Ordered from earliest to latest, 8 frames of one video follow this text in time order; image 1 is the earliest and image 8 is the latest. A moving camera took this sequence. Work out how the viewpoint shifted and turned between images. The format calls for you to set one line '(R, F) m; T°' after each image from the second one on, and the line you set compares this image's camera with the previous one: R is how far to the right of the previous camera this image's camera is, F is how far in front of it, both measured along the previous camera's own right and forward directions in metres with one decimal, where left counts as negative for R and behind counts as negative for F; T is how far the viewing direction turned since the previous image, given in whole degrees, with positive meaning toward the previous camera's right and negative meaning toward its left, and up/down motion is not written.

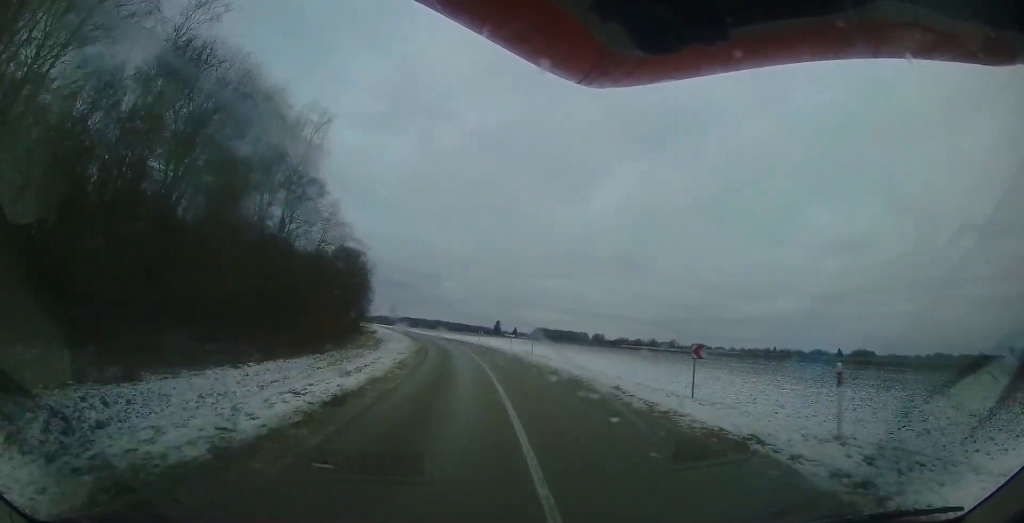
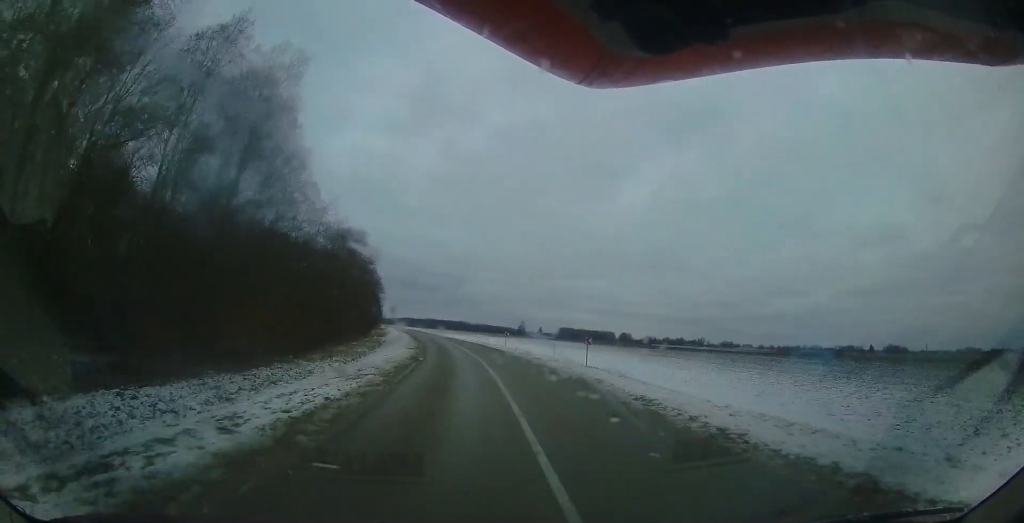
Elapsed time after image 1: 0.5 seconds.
(-0.2, +10.3) m; -5°
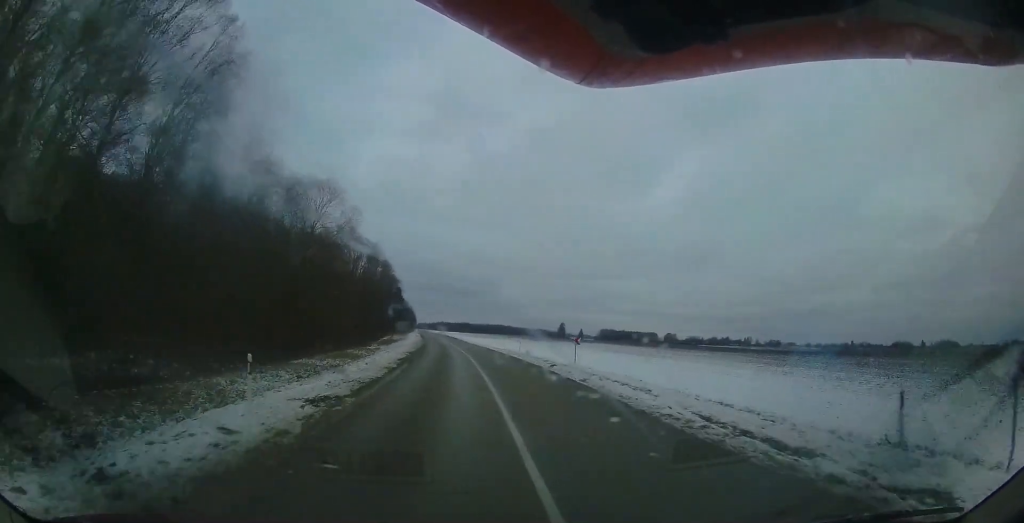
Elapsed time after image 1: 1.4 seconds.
(-1.5, +17.4) m; -9°
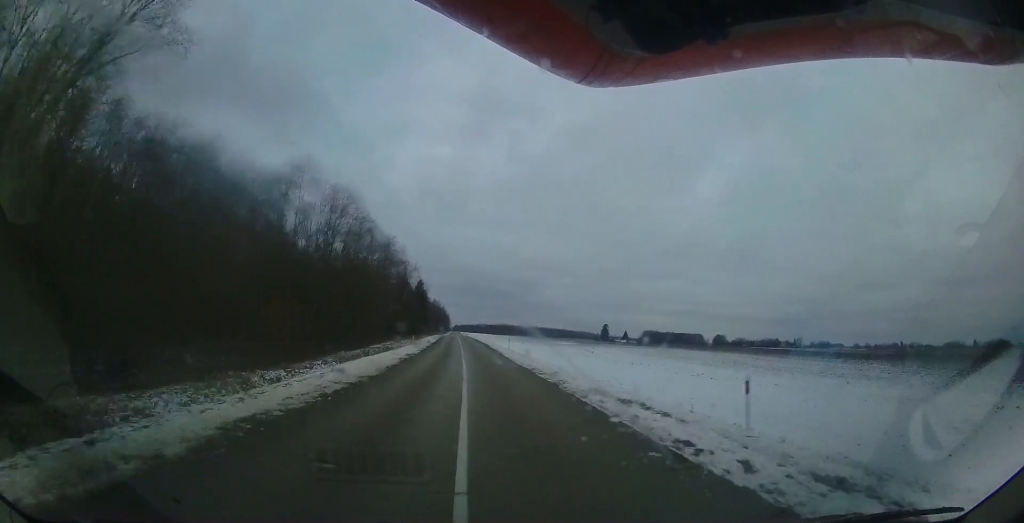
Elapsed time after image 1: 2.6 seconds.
(-1.8, +22.2) m; -7°
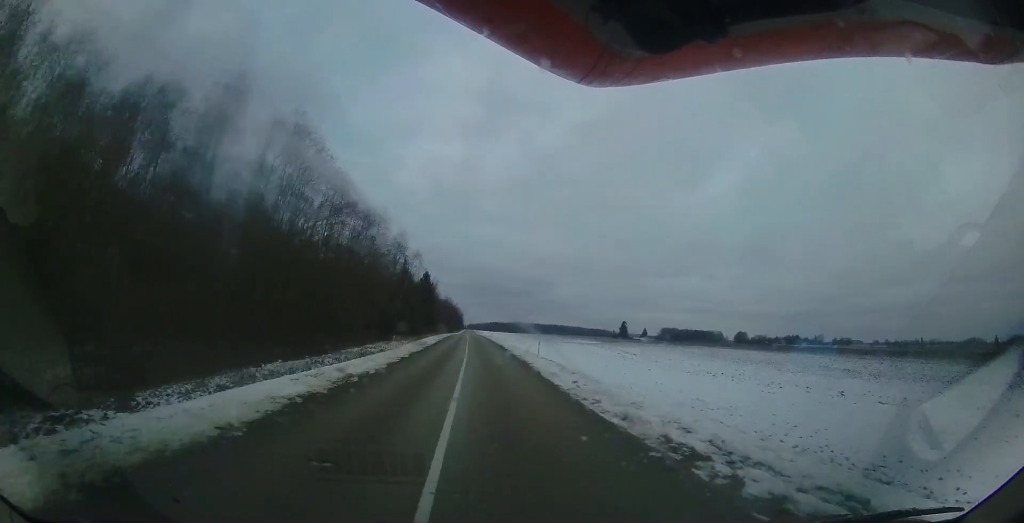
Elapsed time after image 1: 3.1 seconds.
(-0.4, +11.4) m; -2°
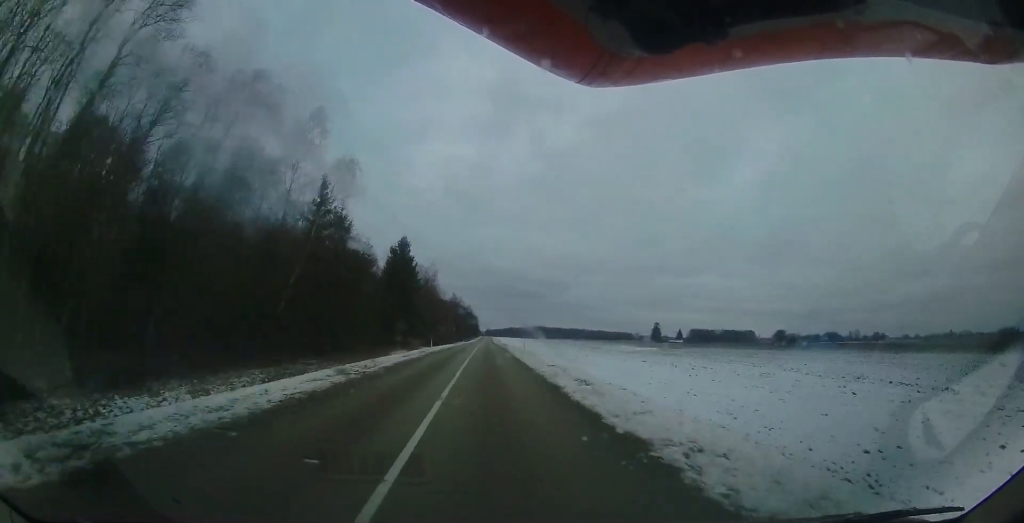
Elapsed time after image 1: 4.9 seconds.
(-0.6, +35.8) m; -1°
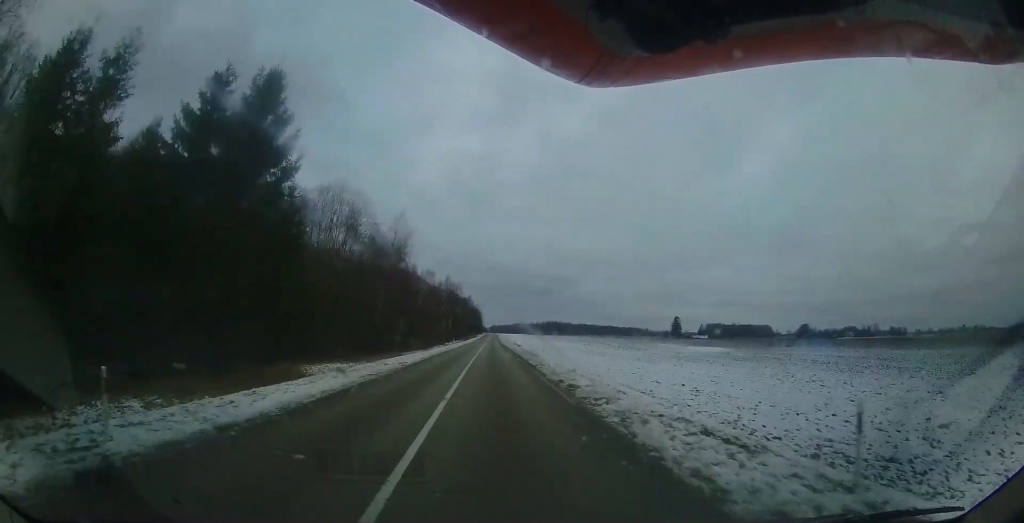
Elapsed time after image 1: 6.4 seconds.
(-0.4, +31.7) m; -2°
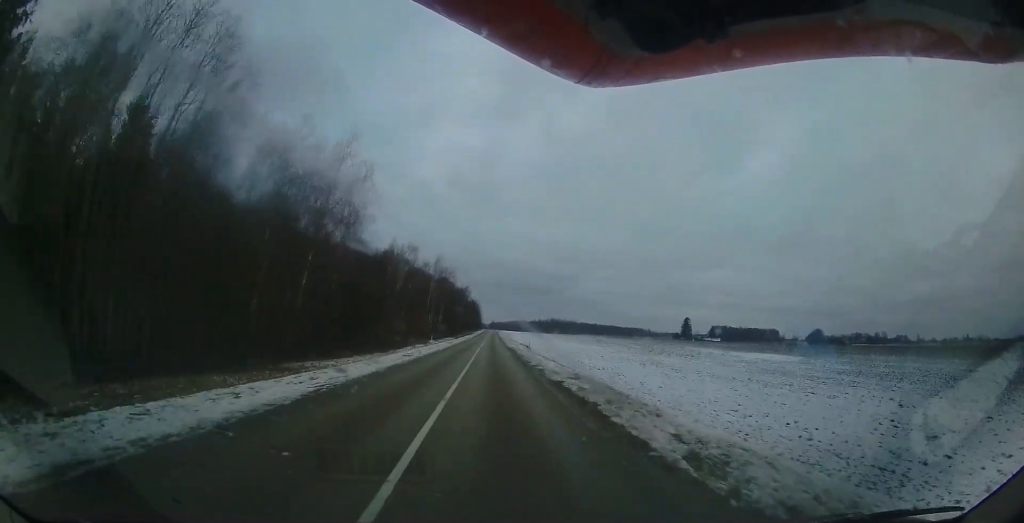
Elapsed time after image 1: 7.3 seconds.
(-0.1, +19.6) m; +1°
